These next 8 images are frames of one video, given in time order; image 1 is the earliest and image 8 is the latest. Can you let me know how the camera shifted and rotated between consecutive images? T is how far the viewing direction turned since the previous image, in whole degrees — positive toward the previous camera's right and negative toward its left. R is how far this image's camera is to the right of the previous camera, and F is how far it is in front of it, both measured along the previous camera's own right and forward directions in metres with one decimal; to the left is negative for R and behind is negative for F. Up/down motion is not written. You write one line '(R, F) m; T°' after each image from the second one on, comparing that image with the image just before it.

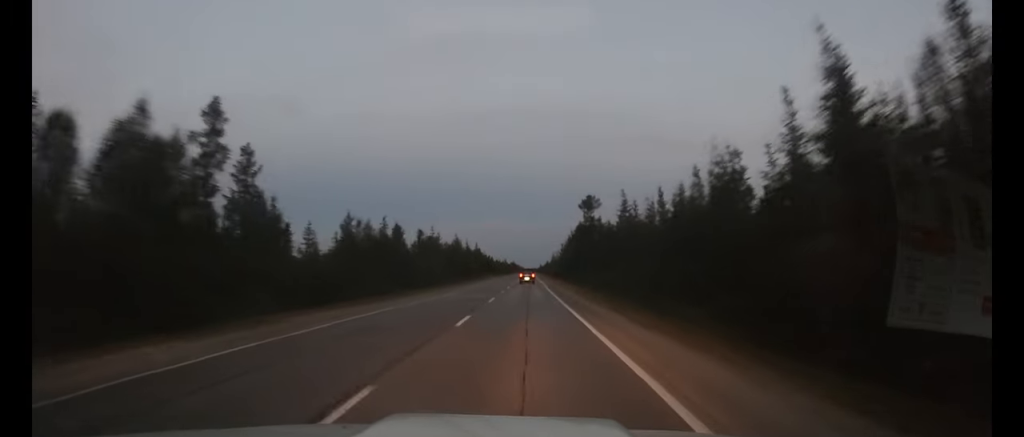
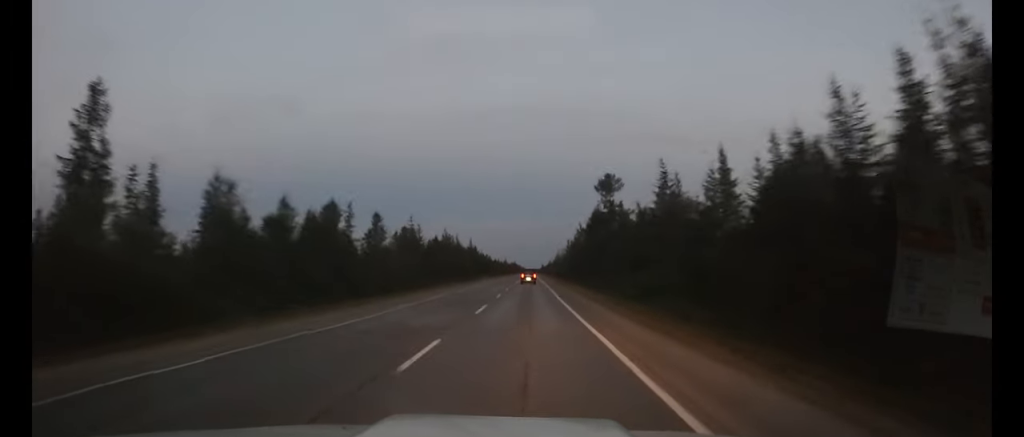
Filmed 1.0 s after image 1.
(0.0, +18.6) m; 0°
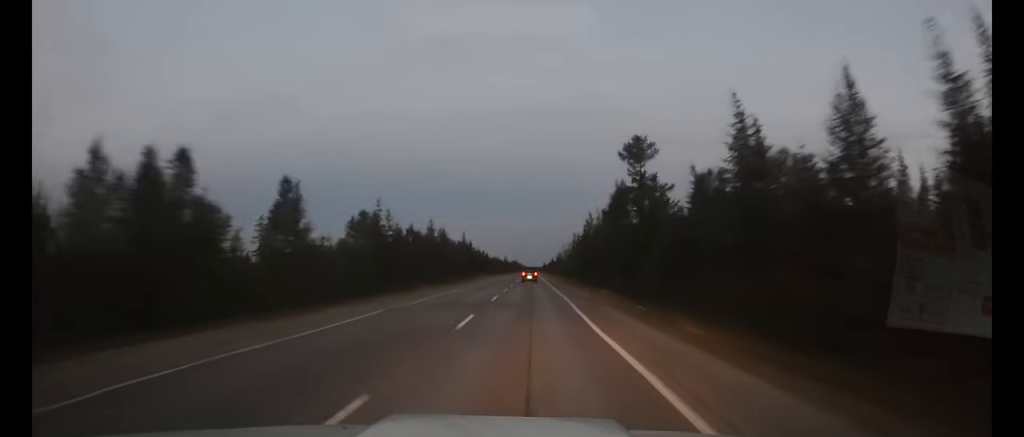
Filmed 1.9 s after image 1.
(0.0, +17.5) m; 0°
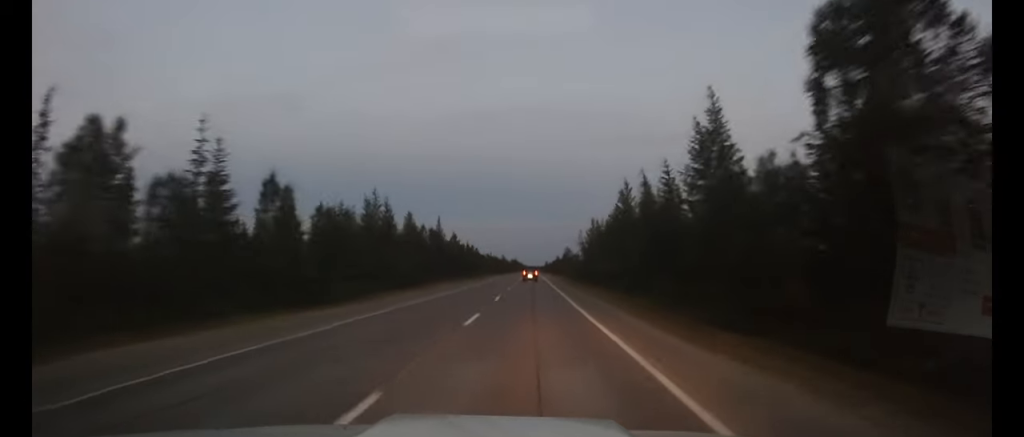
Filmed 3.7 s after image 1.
(-0.1, +35.7) m; 0°
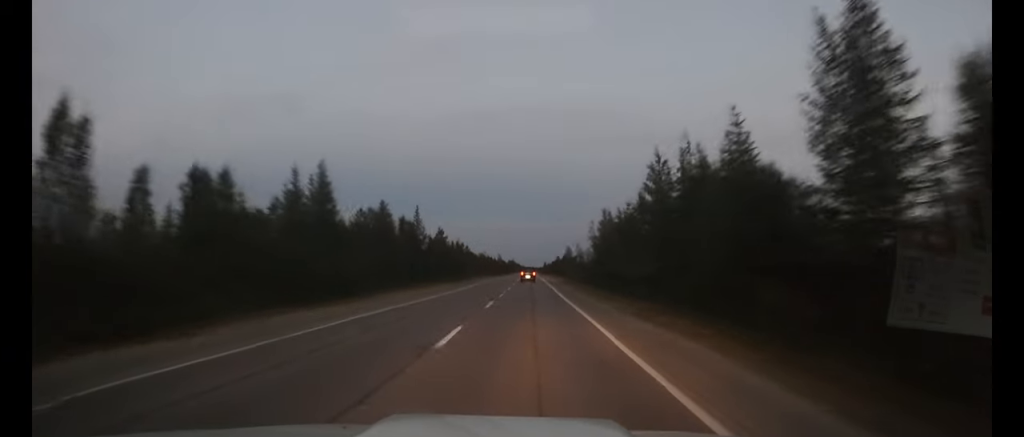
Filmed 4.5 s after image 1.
(0.0, +16.3) m; 0°
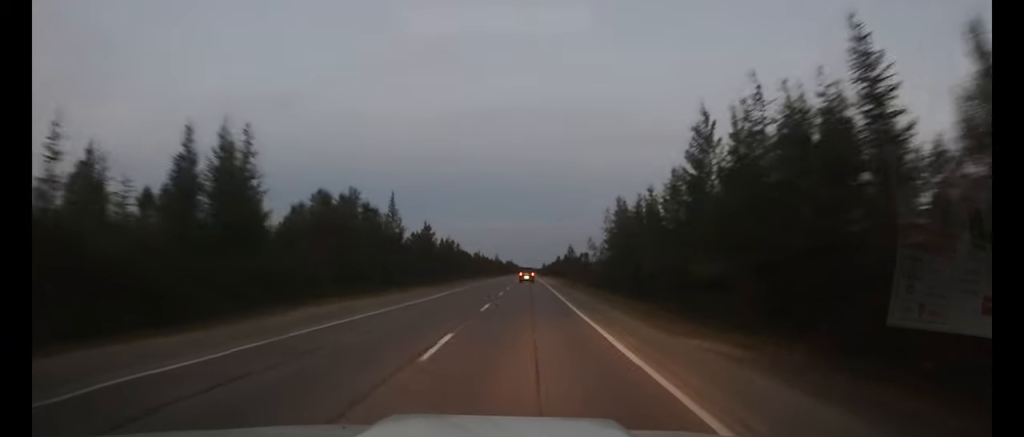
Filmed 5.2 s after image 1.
(0.0, +13.0) m; 0°
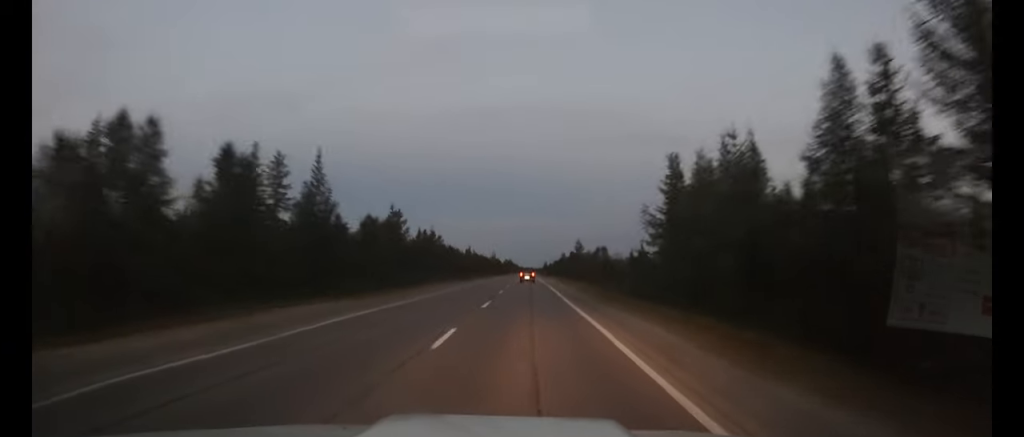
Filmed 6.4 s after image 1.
(0.0, +22.9) m; 0°
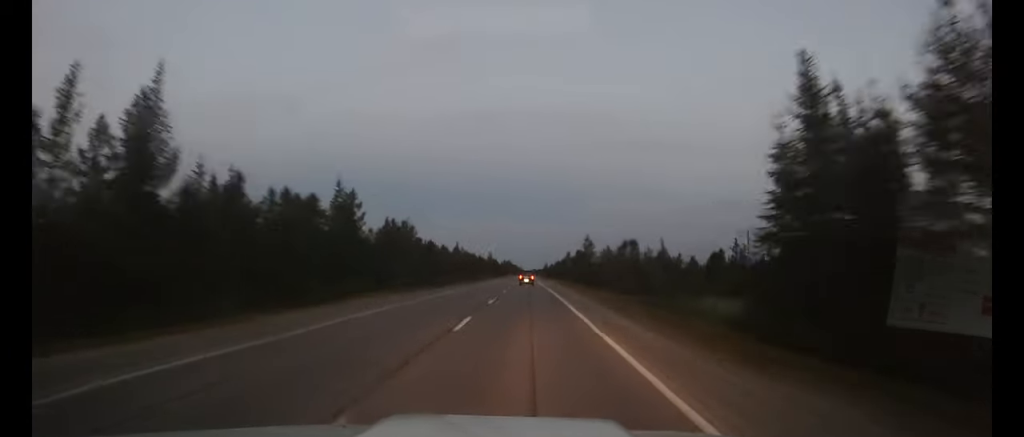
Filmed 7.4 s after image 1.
(0.0, +20.3) m; 0°
